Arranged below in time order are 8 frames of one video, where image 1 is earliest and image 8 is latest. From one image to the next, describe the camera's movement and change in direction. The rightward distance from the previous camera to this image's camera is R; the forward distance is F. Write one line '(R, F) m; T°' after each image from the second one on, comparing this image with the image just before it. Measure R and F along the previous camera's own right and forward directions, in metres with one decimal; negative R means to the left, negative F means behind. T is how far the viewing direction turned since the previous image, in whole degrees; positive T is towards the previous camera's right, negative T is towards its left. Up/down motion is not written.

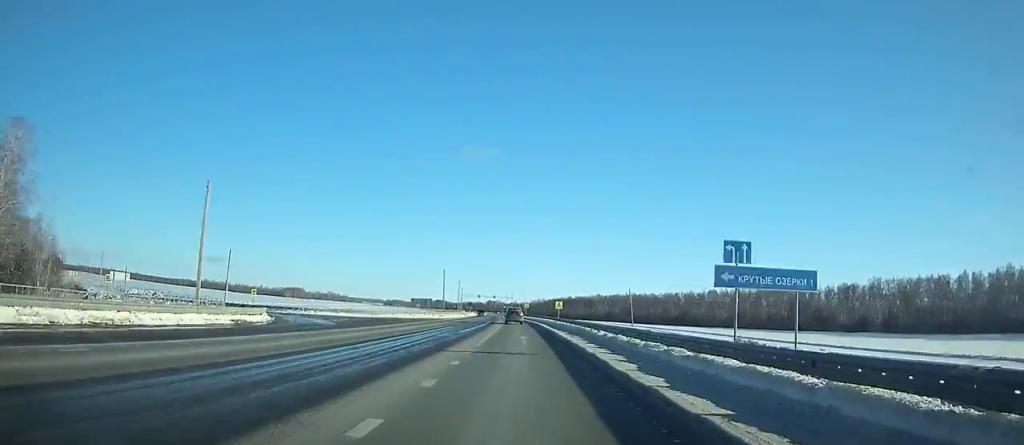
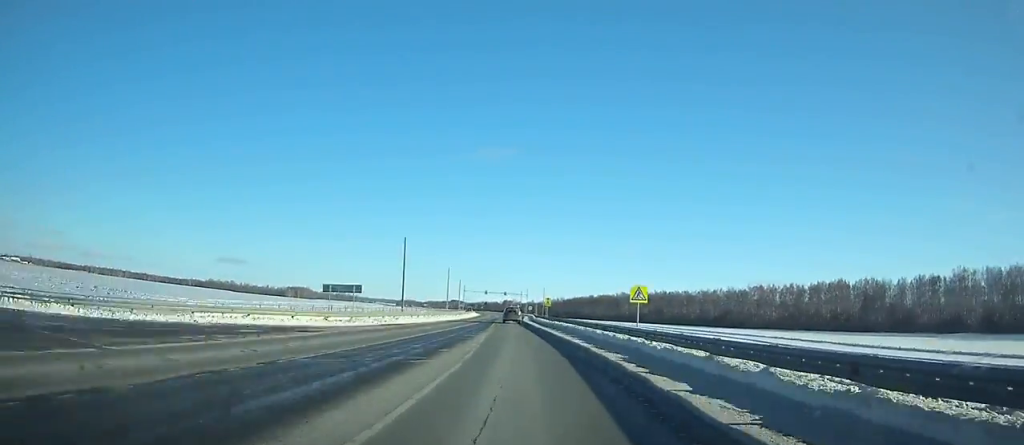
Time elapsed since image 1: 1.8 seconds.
(-0.7, +46.9) m; -2°
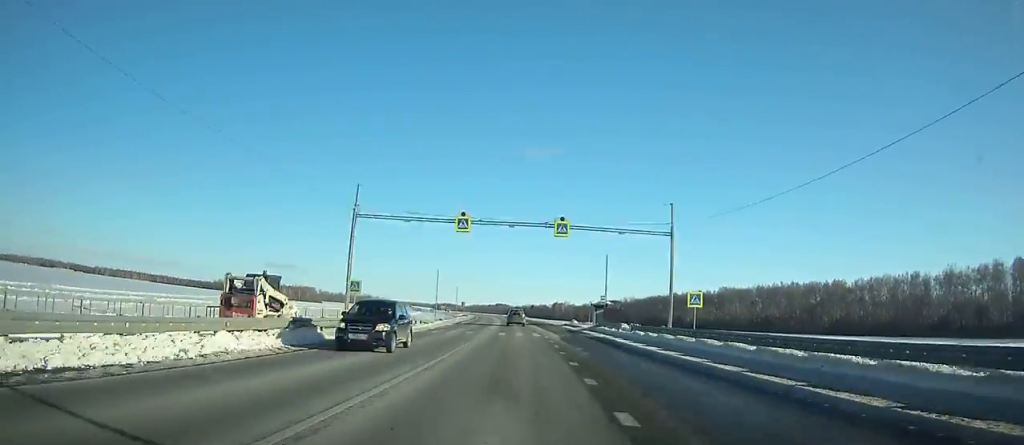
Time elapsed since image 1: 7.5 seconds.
(-6.4, +154.5) m; -4°
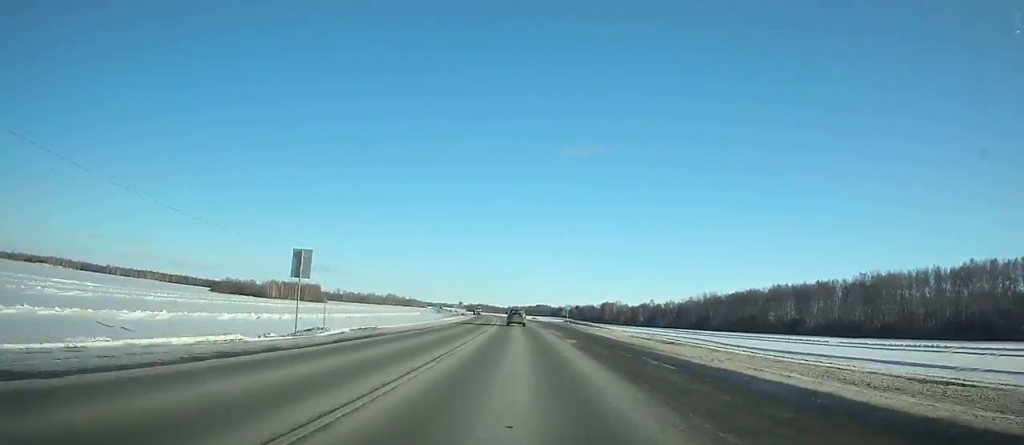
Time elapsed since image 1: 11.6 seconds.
(-3.9, +109.1) m; -4°
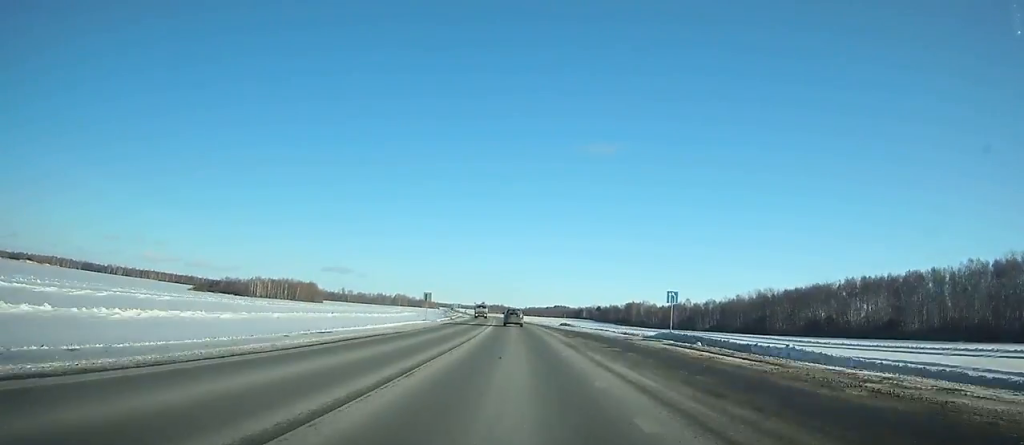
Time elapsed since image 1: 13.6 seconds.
(-0.5, +54.5) m; -2°
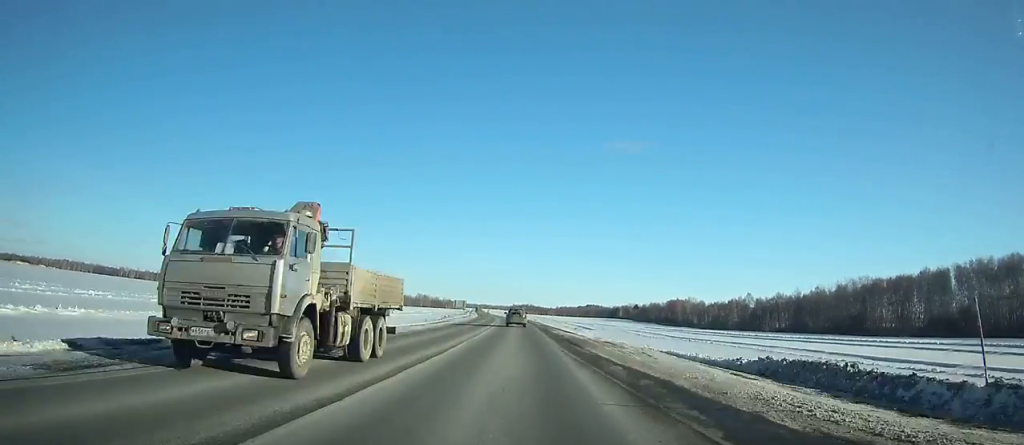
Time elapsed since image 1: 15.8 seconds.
(-1.7, +63.2) m; -2°
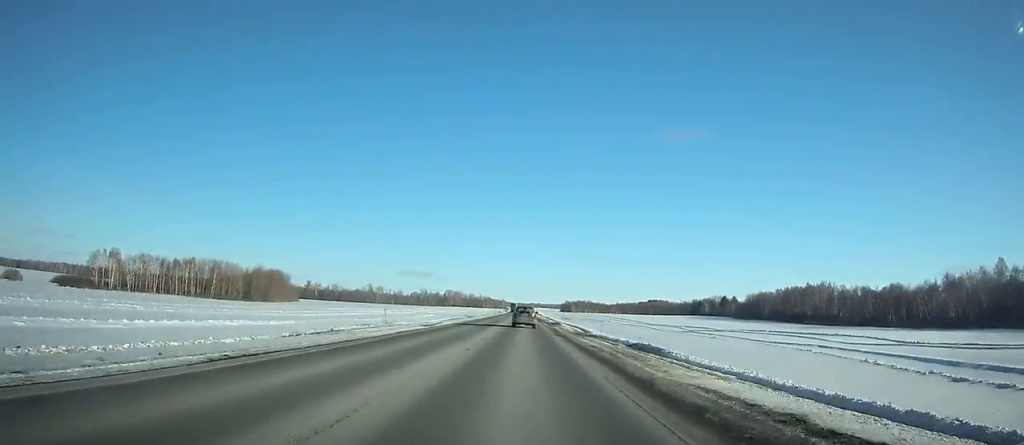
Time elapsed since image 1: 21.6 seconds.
(-8.3, +175.4) m; -4°
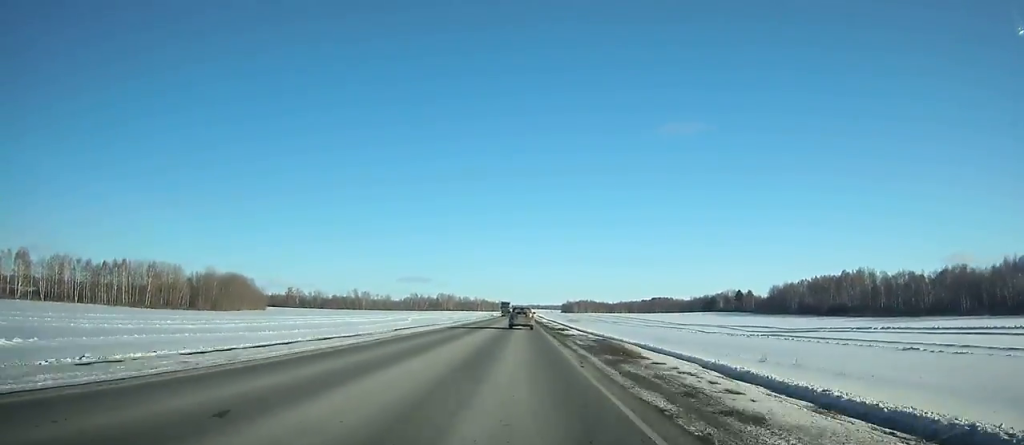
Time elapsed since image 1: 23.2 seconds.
(-0.4, +48.8) m; -1°
